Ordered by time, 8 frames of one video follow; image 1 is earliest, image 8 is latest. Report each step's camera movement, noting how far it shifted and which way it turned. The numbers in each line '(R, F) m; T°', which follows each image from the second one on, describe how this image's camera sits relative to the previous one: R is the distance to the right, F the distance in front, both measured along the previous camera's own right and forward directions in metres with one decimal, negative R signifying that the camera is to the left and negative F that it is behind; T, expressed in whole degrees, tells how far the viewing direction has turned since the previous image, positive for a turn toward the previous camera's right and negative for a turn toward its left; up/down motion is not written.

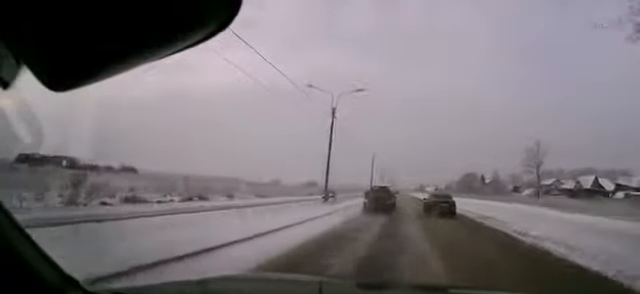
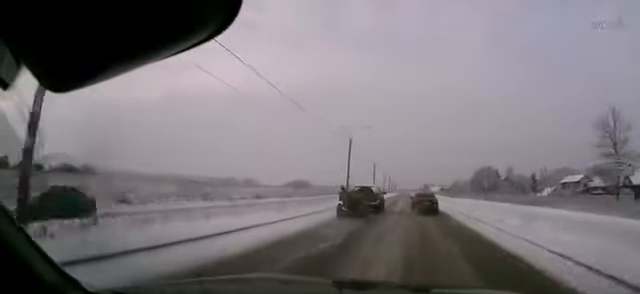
(-0.3, +22.6) m; -1°
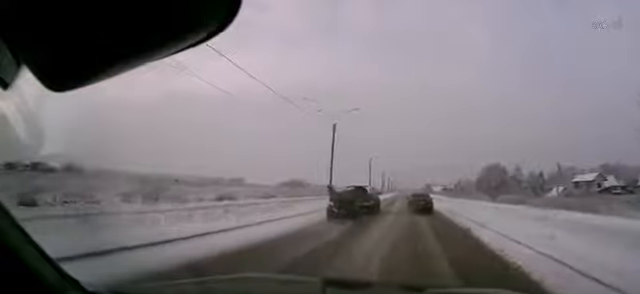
(+0.2, +8.7) m; -1°
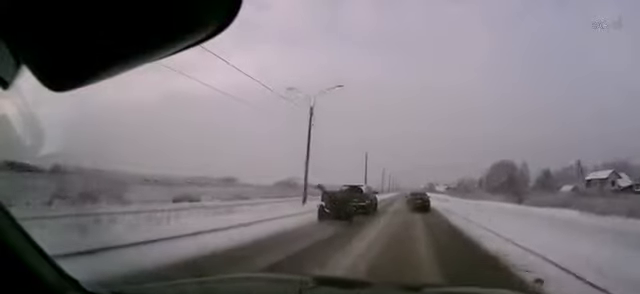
(-0.2, +7.5) m; 0°
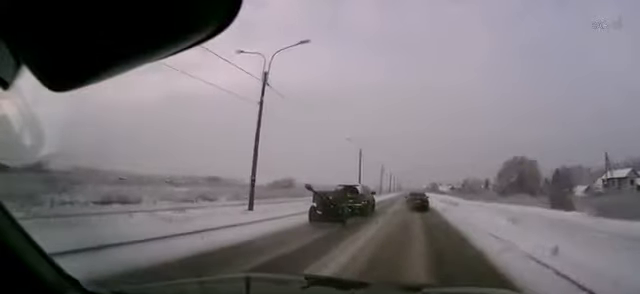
(-0.3, +8.5) m; 0°
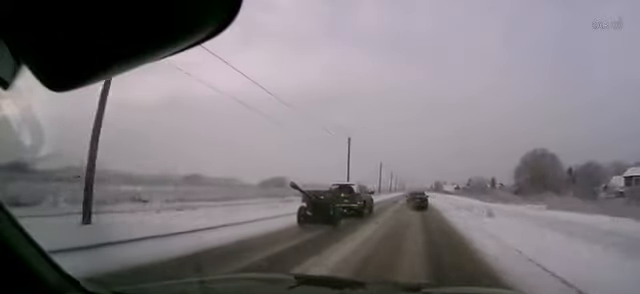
(+0.2, +9.9) m; 0°
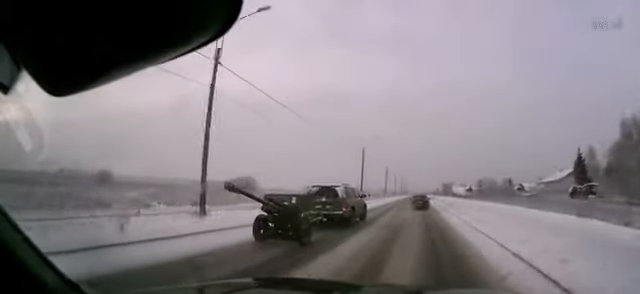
(0.0, +27.5) m; -1°
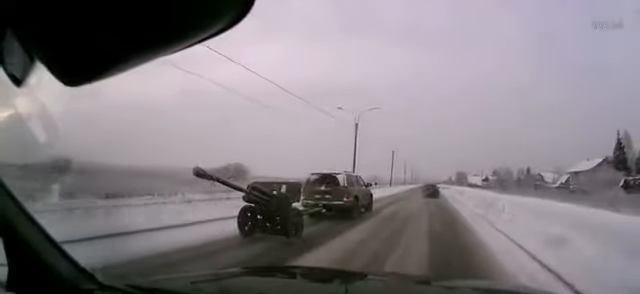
(0.0, +11.5) m; -1°
